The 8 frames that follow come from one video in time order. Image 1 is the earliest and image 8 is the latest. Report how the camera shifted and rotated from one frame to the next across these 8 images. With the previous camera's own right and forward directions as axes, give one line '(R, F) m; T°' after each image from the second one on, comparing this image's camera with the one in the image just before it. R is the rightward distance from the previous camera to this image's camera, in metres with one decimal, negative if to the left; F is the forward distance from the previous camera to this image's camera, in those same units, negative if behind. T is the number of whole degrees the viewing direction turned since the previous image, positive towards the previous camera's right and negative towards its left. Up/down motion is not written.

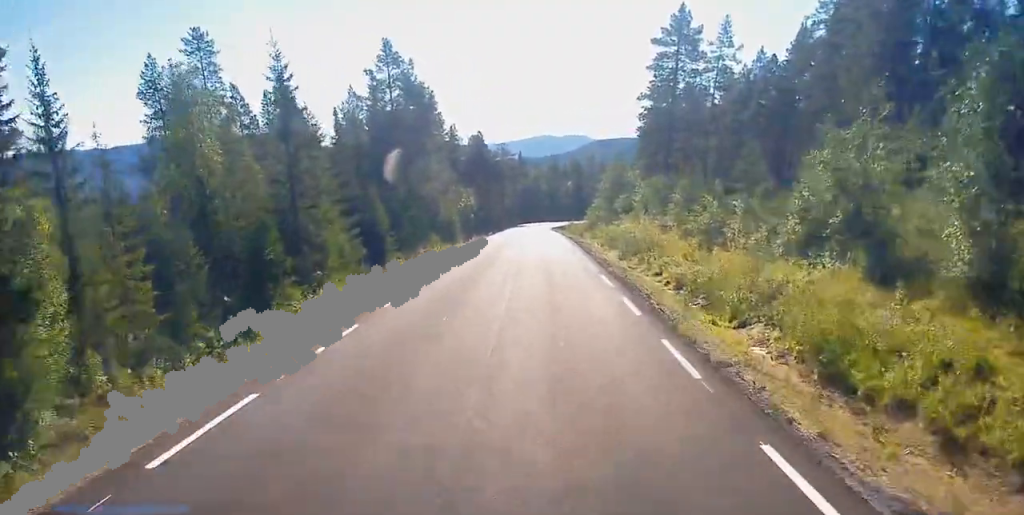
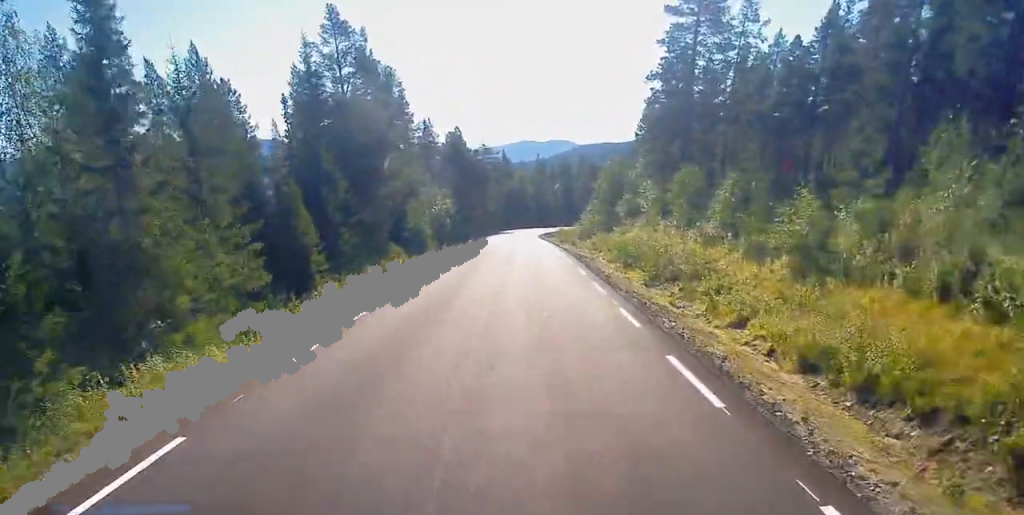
(+0.1, +14.5) m; +1°
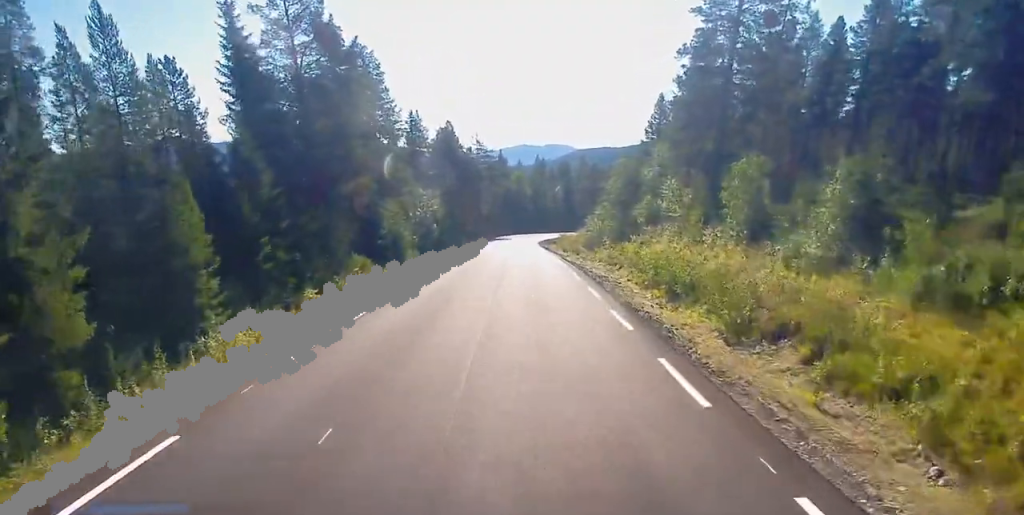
(0.0, +12.0) m; +2°
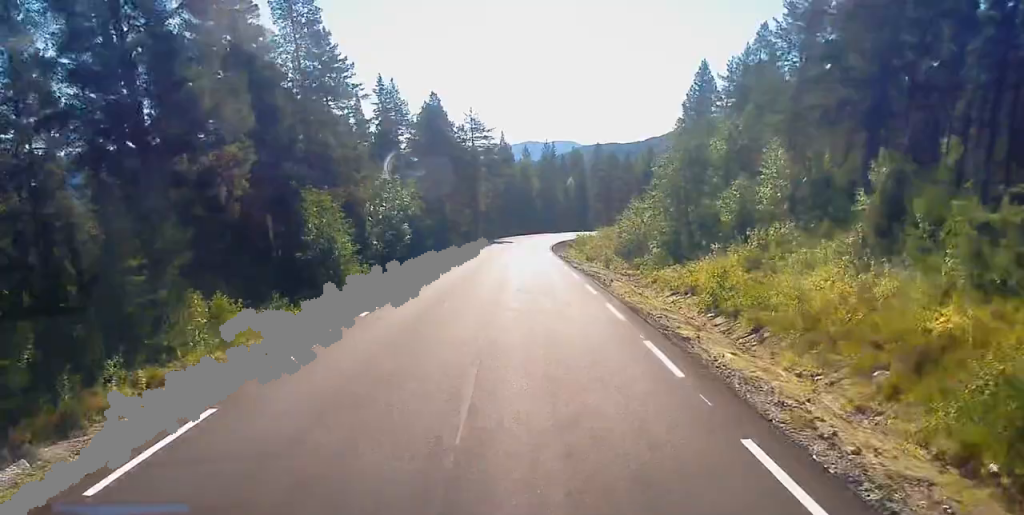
(-0.2, +22.7) m; -3°
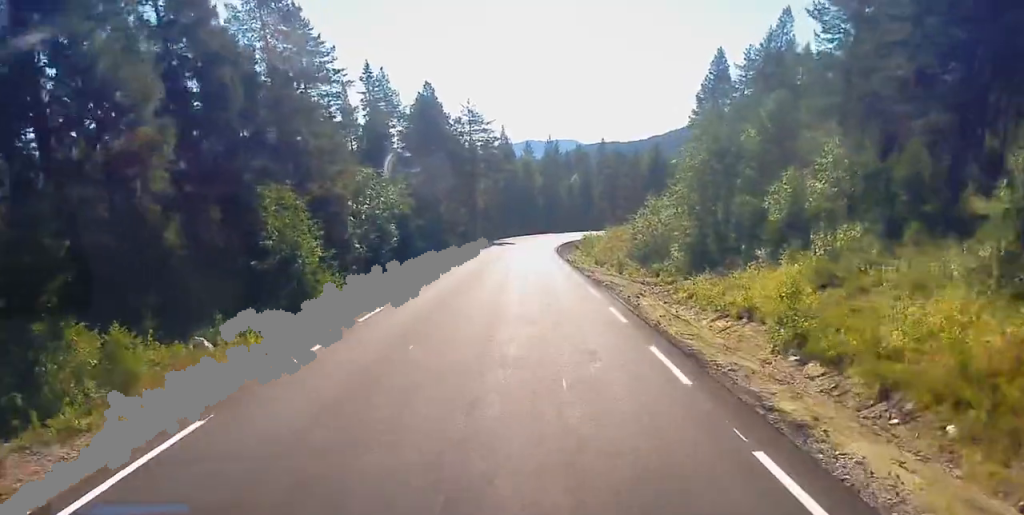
(-0.1, +6.5) m; -1°
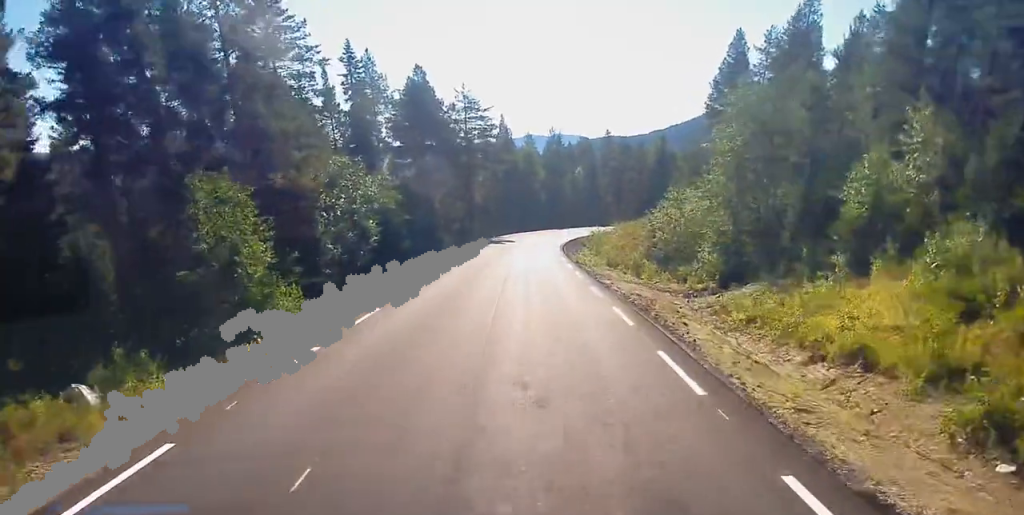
(0.0, +6.9) m; 0°
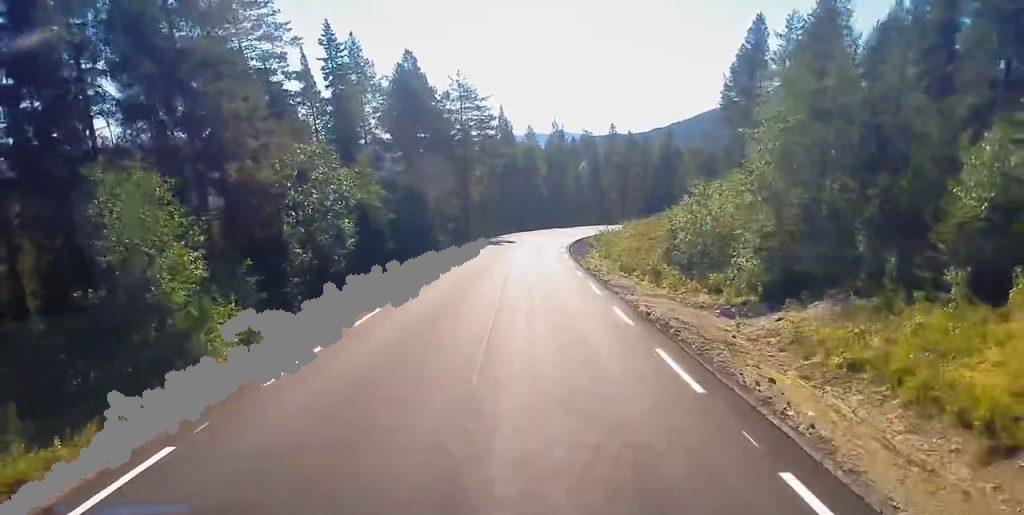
(0.0, +6.2) m; 0°
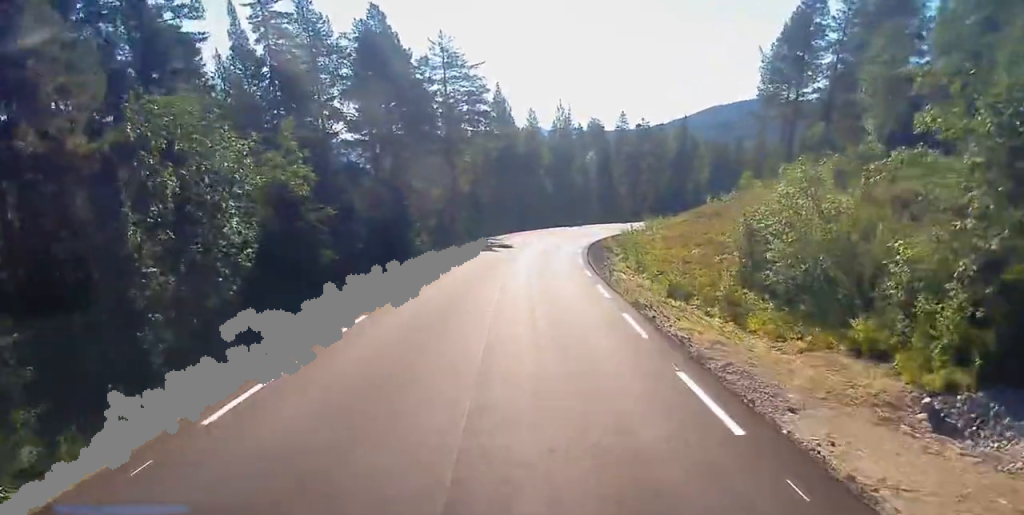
(-0.1, +13.9) m; +3°
